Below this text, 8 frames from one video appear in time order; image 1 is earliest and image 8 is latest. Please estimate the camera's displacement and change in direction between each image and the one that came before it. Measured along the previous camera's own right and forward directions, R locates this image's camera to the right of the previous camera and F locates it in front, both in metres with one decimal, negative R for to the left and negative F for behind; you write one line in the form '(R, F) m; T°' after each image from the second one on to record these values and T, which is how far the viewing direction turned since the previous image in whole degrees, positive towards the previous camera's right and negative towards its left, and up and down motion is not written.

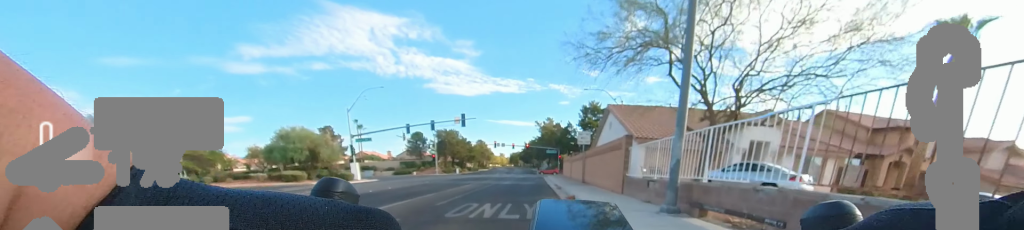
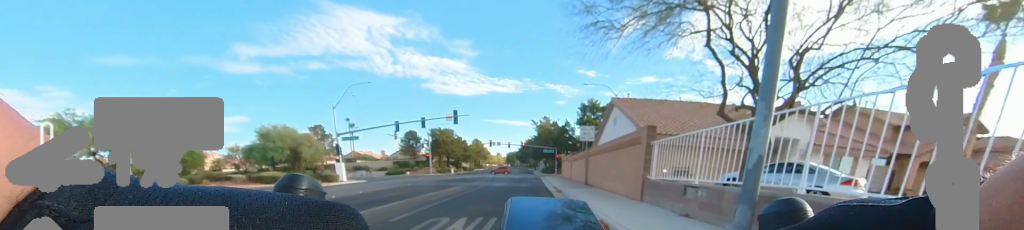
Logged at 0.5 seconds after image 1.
(0.0, +2.2) m; -1°
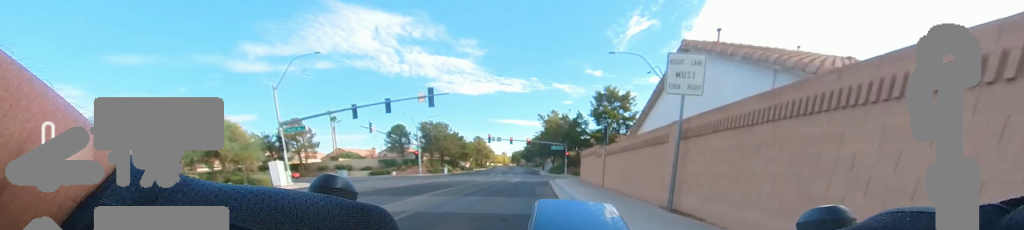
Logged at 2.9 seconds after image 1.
(-0.6, +9.3) m; -5°
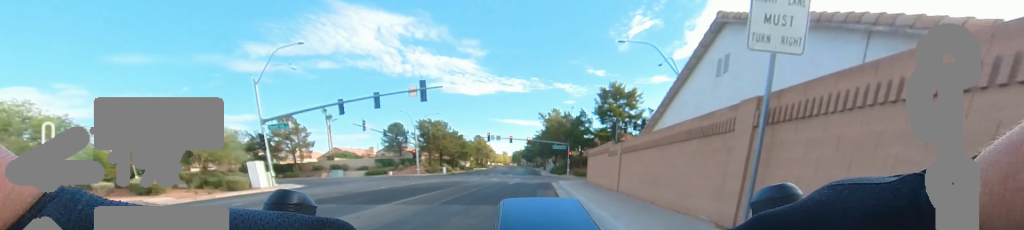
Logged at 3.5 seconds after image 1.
(0.0, +2.1) m; 0°
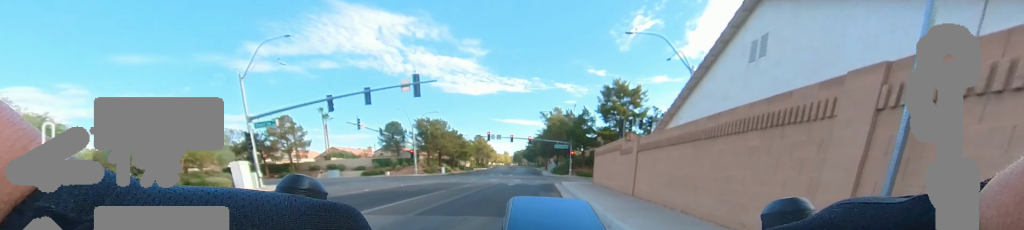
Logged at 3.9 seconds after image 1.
(0.0, +1.5) m; 0°
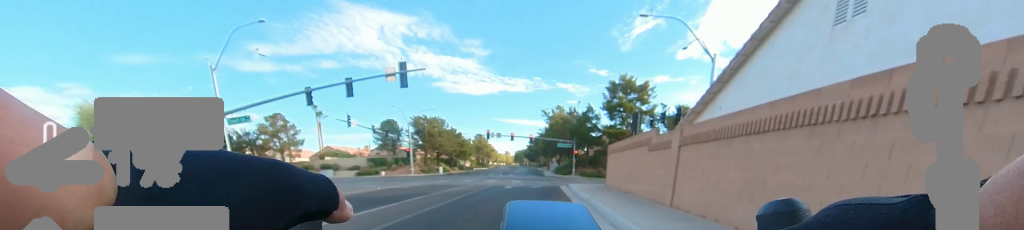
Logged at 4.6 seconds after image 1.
(0.0, +2.5) m; +1°
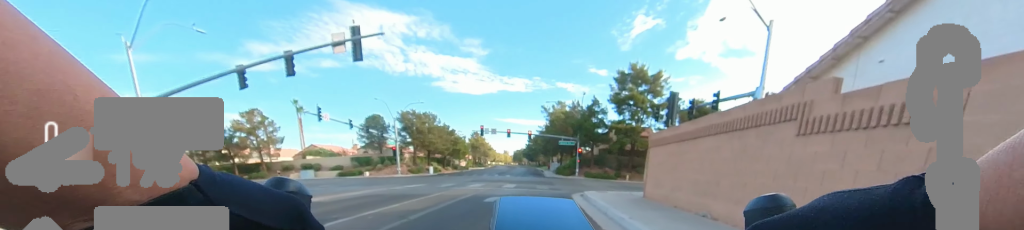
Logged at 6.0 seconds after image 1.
(+0.1, +5.2) m; +3°
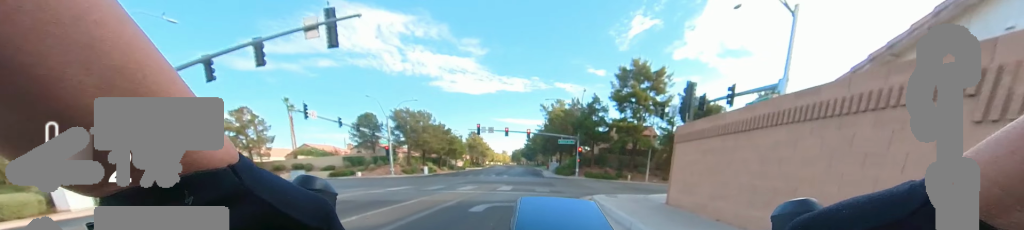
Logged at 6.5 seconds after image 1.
(0.0, +1.7) m; 0°
